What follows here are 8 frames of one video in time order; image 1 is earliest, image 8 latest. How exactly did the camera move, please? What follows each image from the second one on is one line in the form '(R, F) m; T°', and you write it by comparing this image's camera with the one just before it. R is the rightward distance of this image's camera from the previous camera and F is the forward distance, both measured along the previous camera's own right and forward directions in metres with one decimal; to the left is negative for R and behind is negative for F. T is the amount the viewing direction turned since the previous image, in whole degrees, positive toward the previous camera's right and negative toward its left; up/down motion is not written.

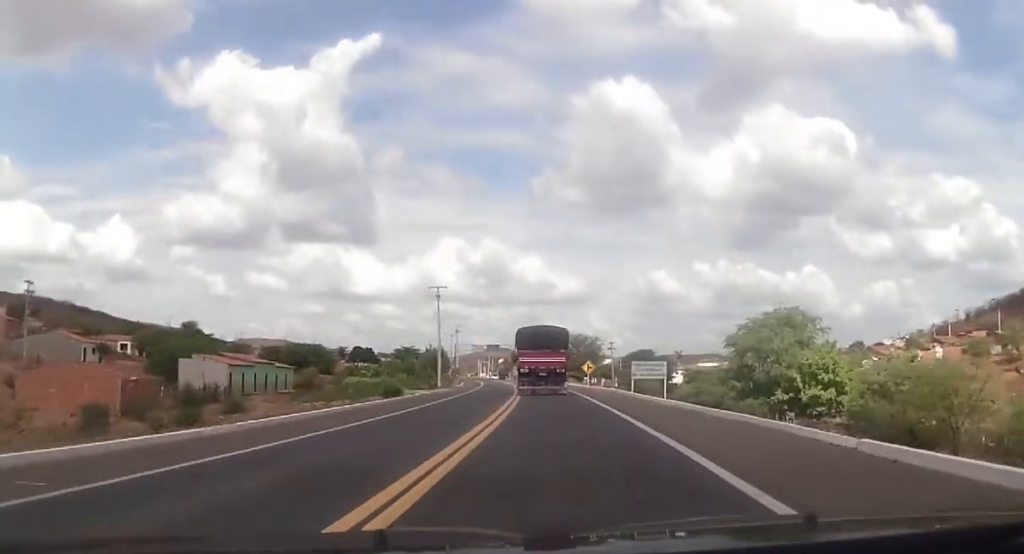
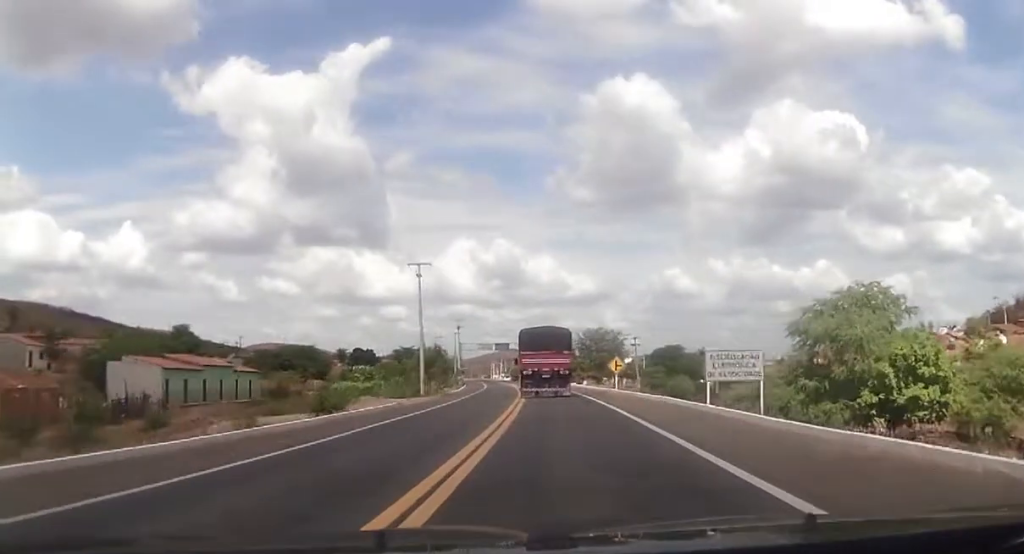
(-0.3, +17.0) m; -2°
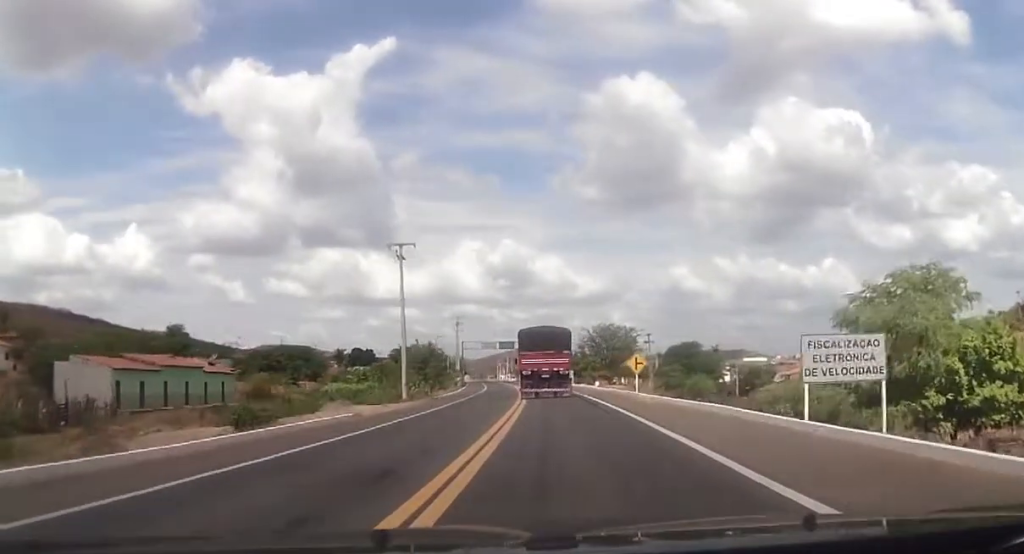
(-0.1, +9.0) m; -1°
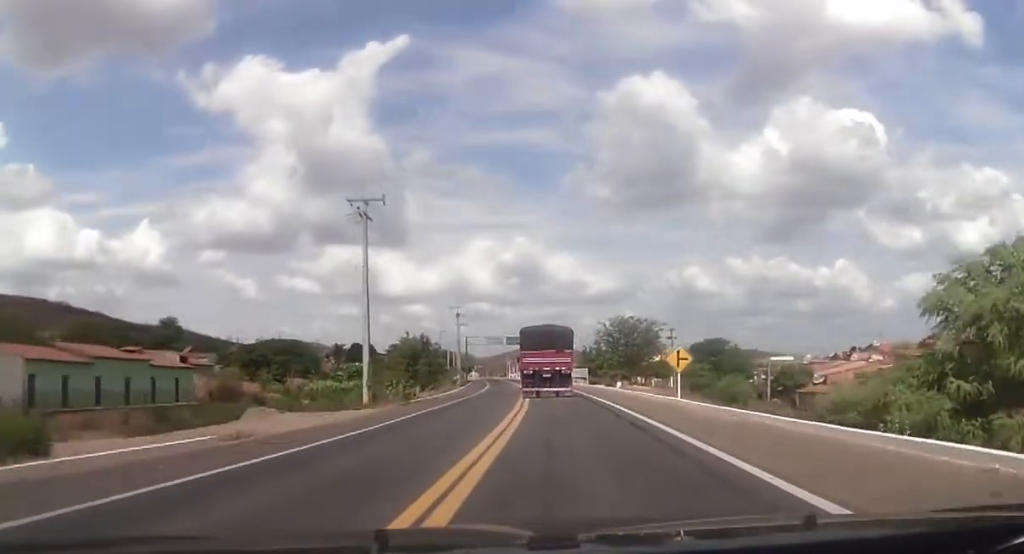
(-0.2, +12.0) m; 0°
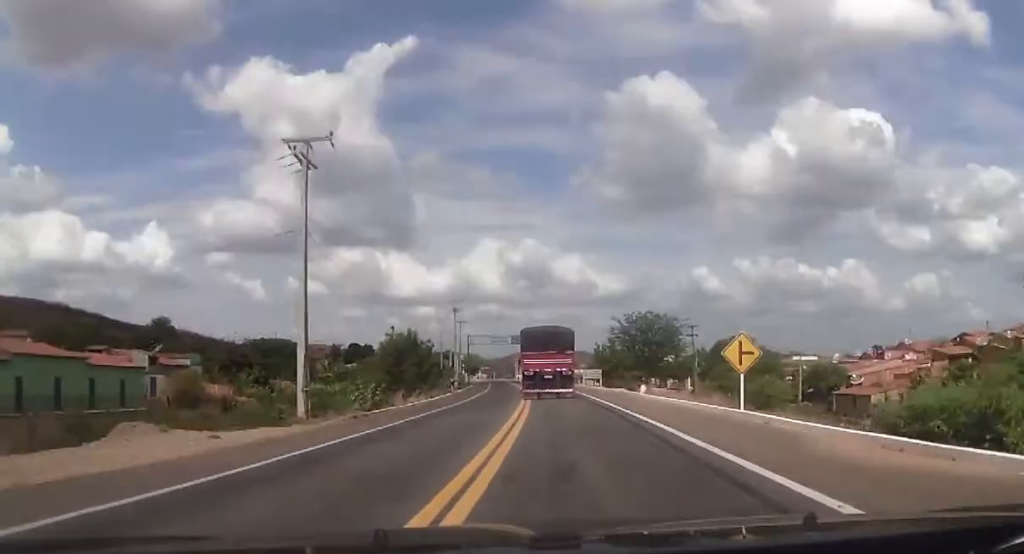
(0.0, +10.2) m; 0°
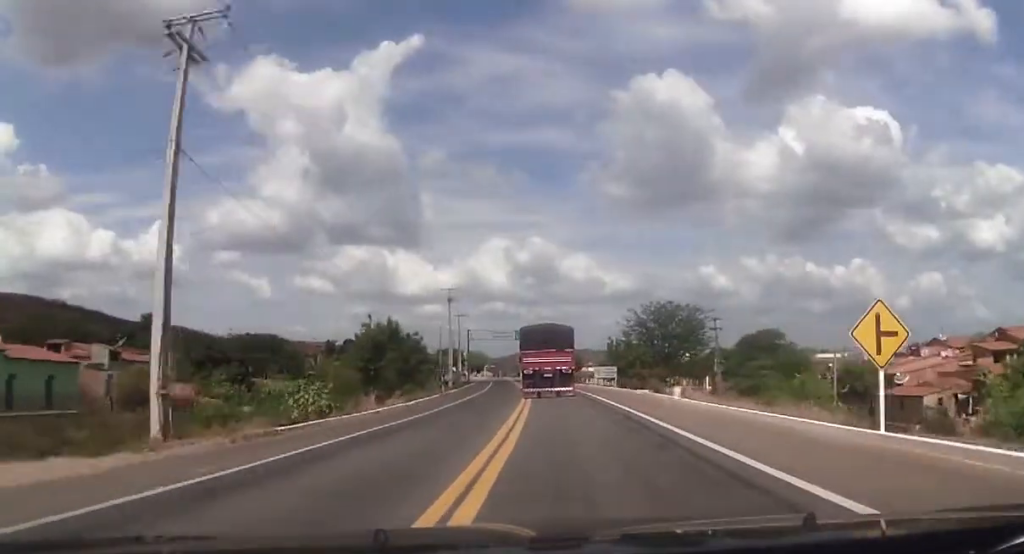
(+0.2, +10.1) m; 0°
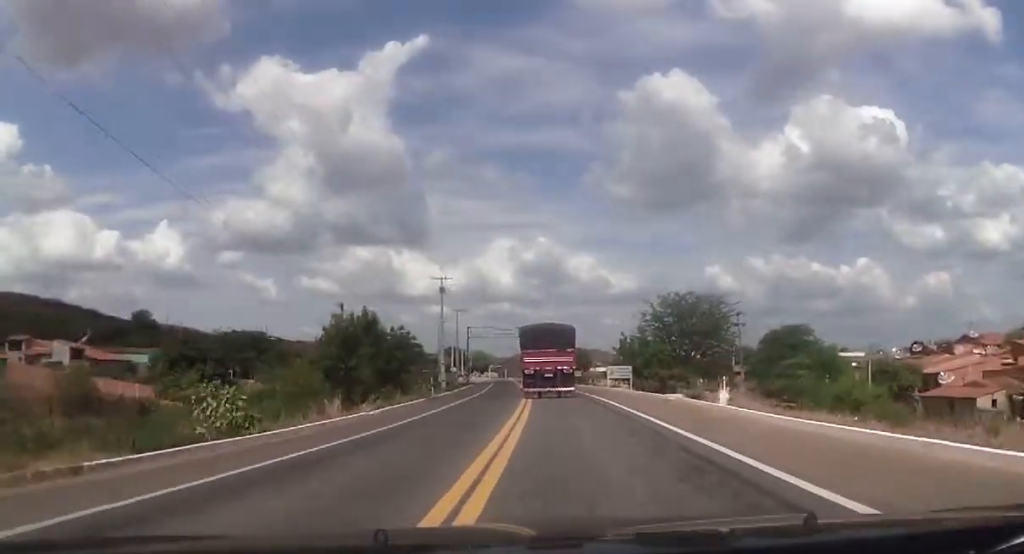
(-0.1, +8.3) m; -1°
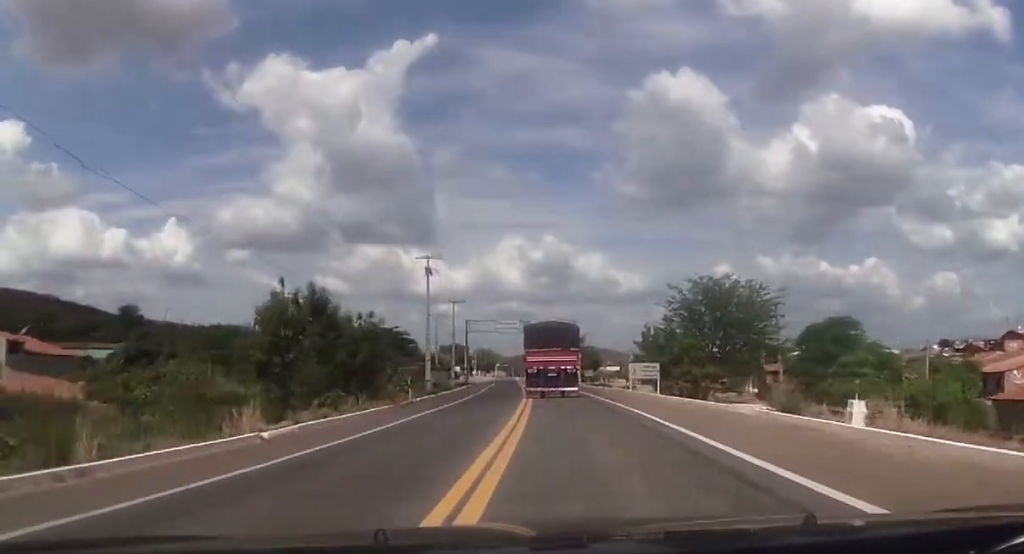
(-0.1, +11.2) m; -3°
